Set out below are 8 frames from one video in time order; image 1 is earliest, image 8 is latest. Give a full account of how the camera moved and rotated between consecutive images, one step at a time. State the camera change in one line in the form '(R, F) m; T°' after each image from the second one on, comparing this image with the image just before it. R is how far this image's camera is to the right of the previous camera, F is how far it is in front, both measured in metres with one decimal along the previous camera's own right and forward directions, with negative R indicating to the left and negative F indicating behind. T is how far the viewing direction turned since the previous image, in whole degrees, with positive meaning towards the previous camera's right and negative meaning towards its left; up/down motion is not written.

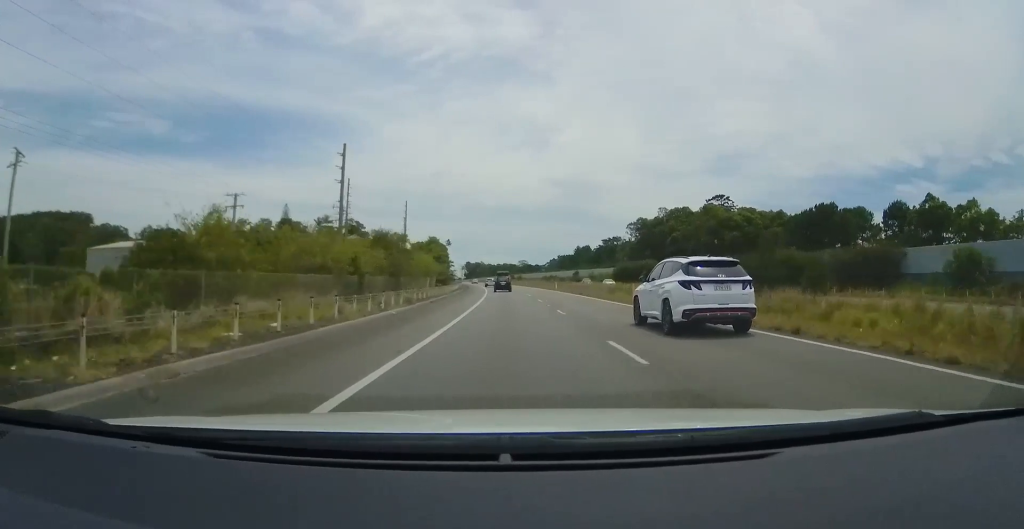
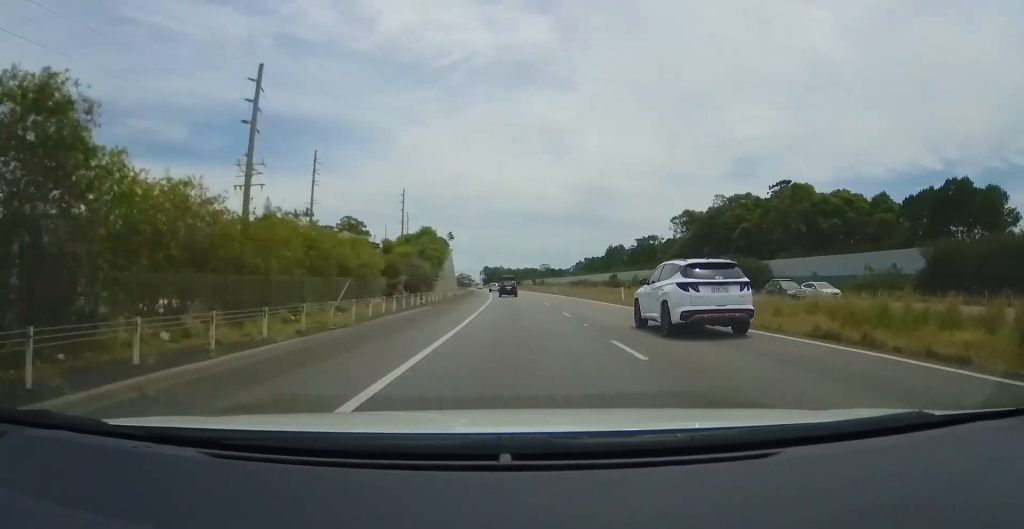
(-0.4, +35.0) m; -2°
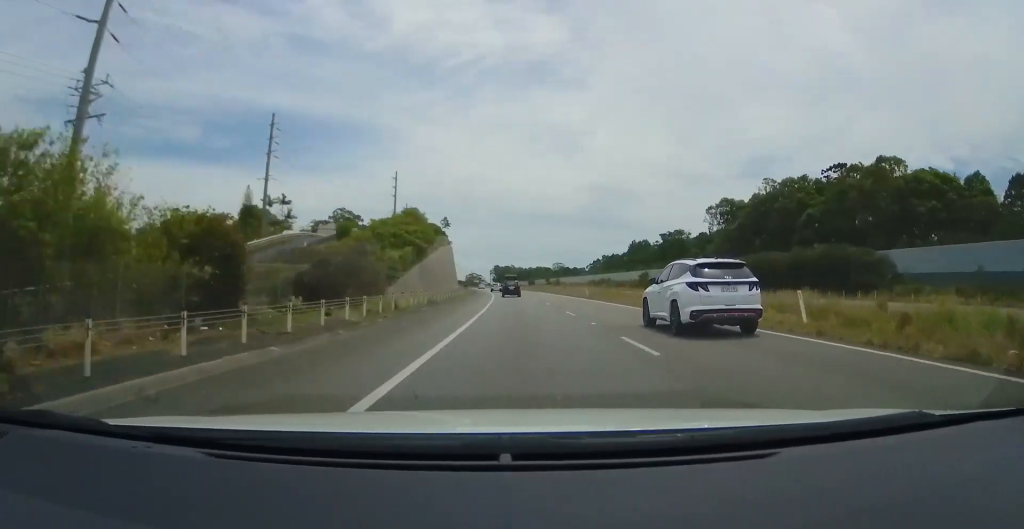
(-0.5, +23.1) m; -2°
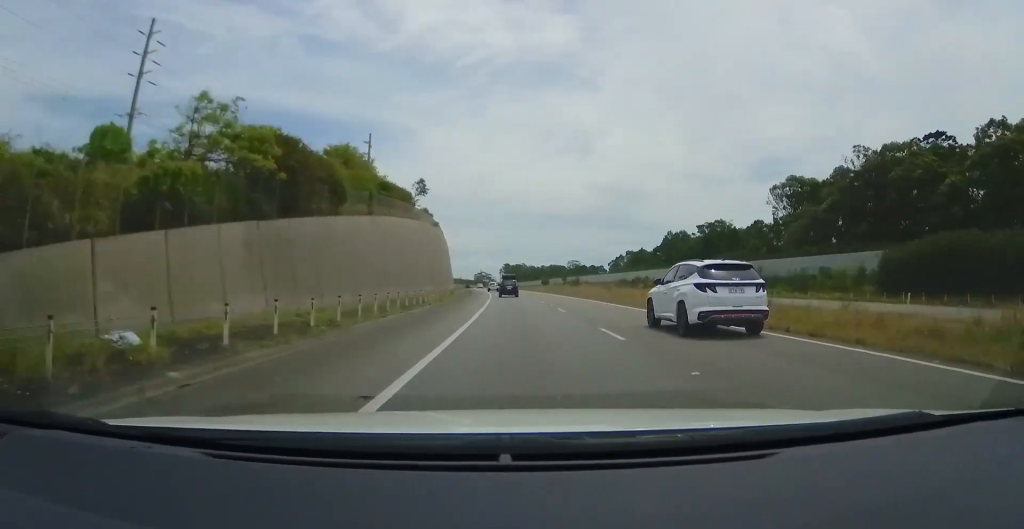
(-0.5, +32.2) m; -1°
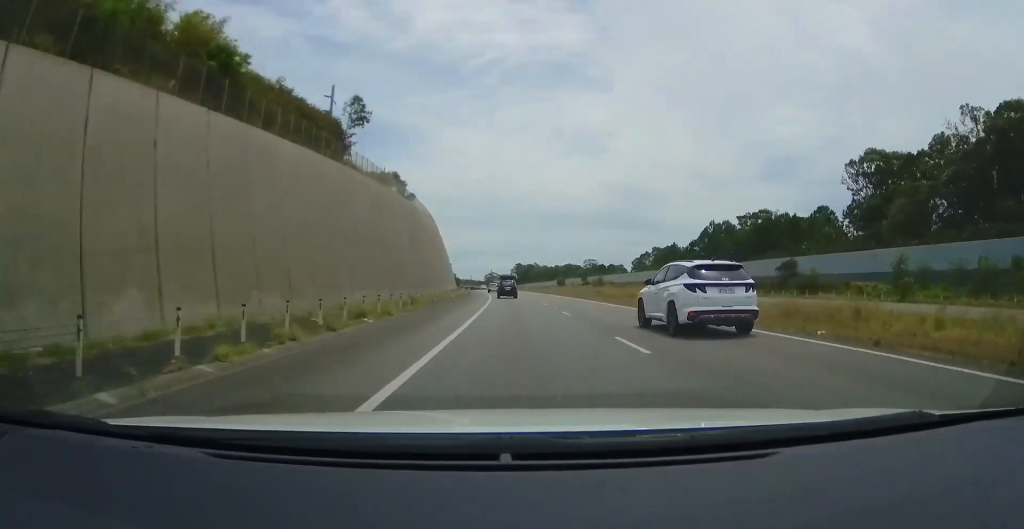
(-0.1, +26.4) m; -1°
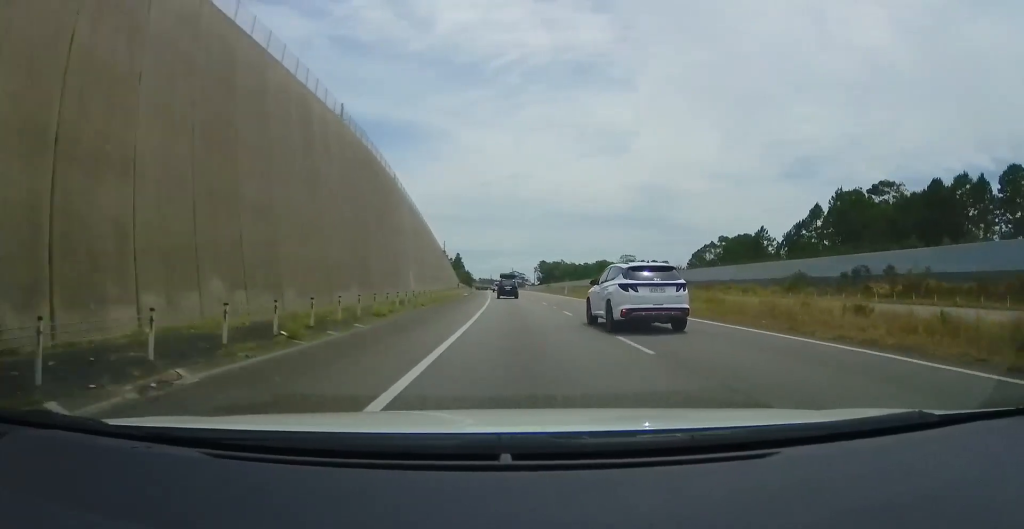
(-0.7, +47.2) m; -2°
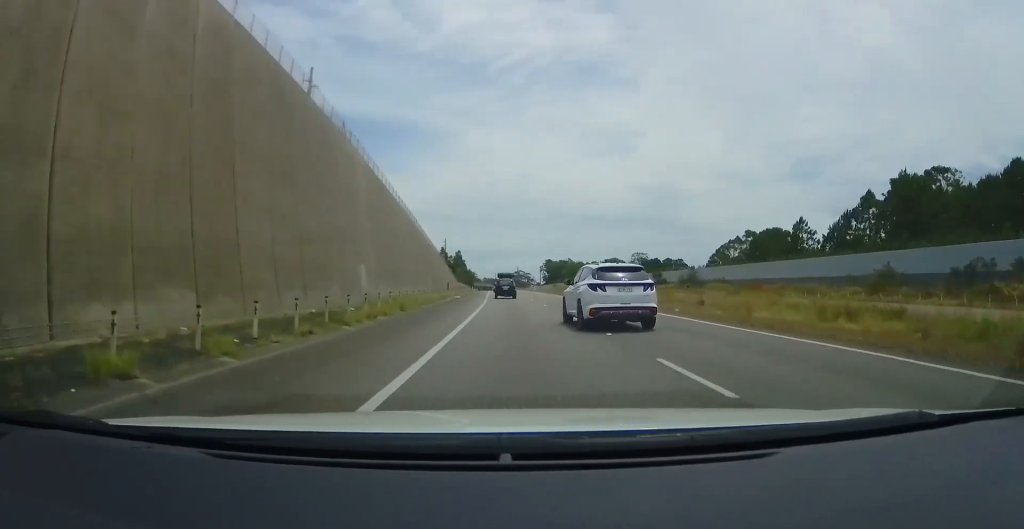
(-0.2, +15.0) m; -1°
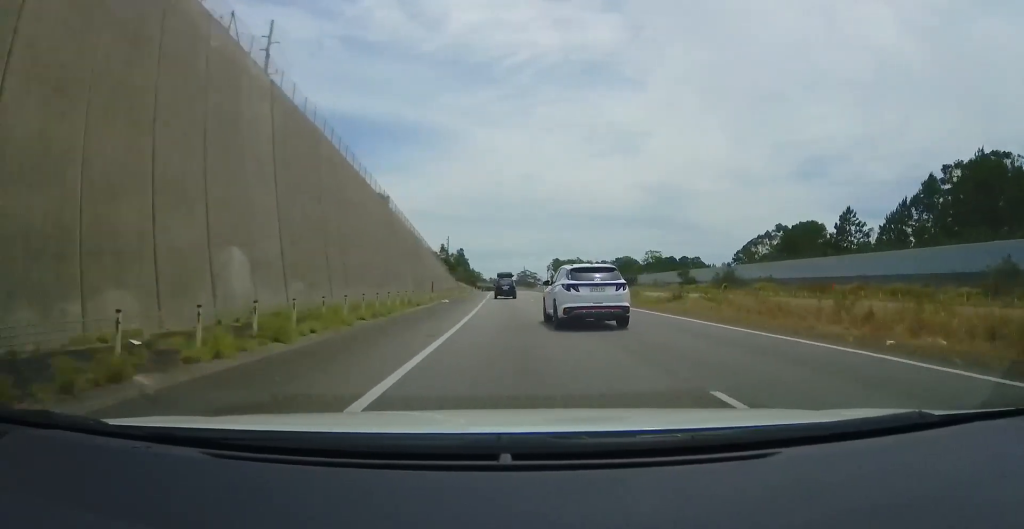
(0.0, +15.0) m; -1°
